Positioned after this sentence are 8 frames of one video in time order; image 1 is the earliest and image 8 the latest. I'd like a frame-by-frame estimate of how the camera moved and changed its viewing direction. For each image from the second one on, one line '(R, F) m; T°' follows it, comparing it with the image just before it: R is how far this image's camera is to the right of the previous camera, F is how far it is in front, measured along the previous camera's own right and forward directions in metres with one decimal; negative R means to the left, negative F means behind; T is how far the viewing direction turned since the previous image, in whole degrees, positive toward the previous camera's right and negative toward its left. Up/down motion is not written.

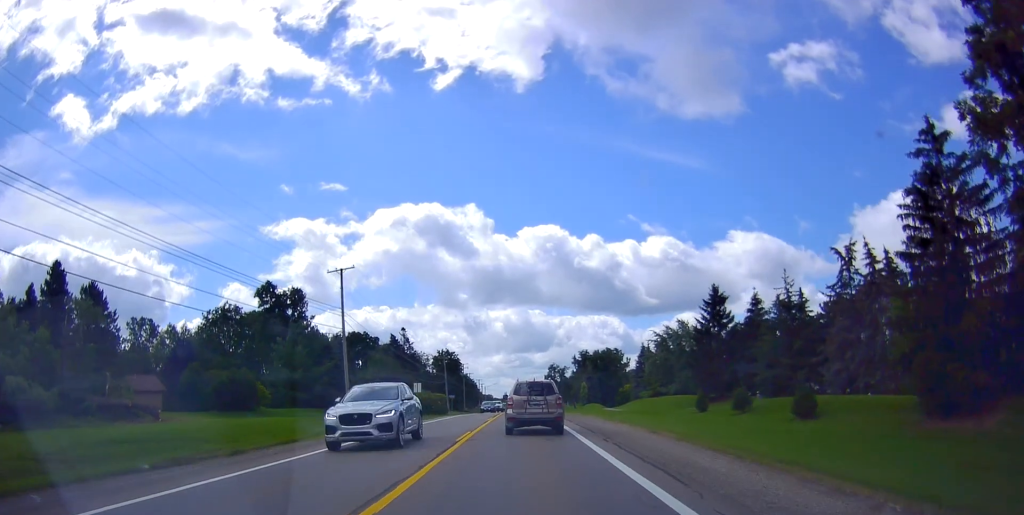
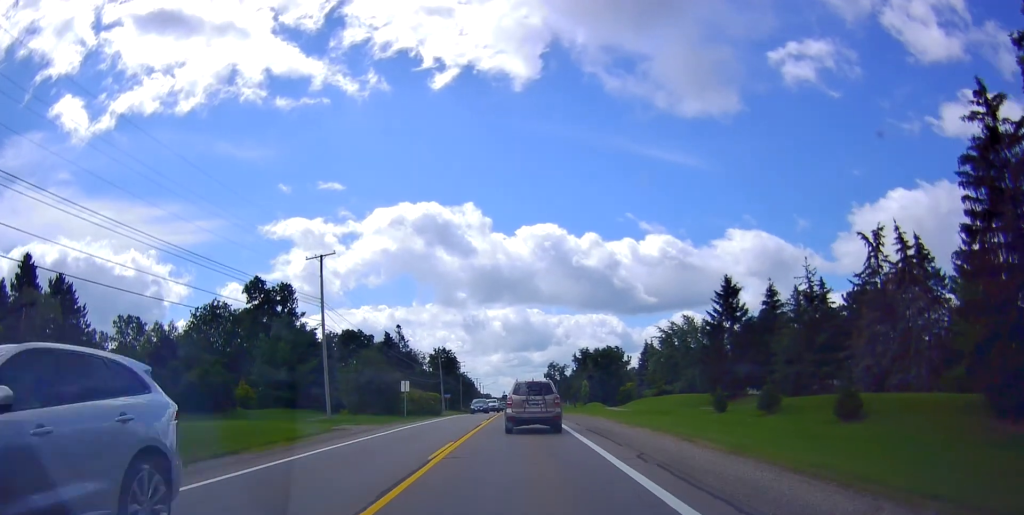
(0.0, +4.7) m; +1°
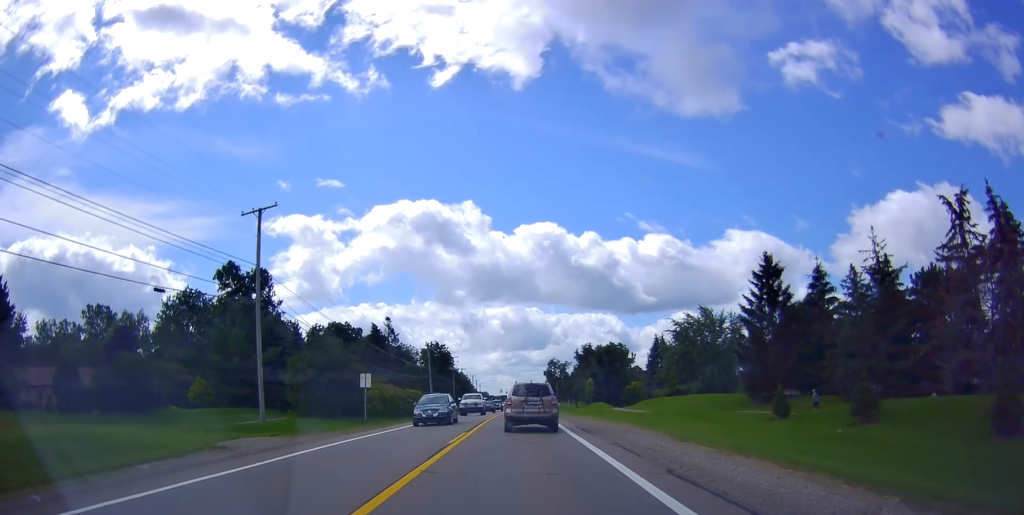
(+0.3, +10.7) m; +2°
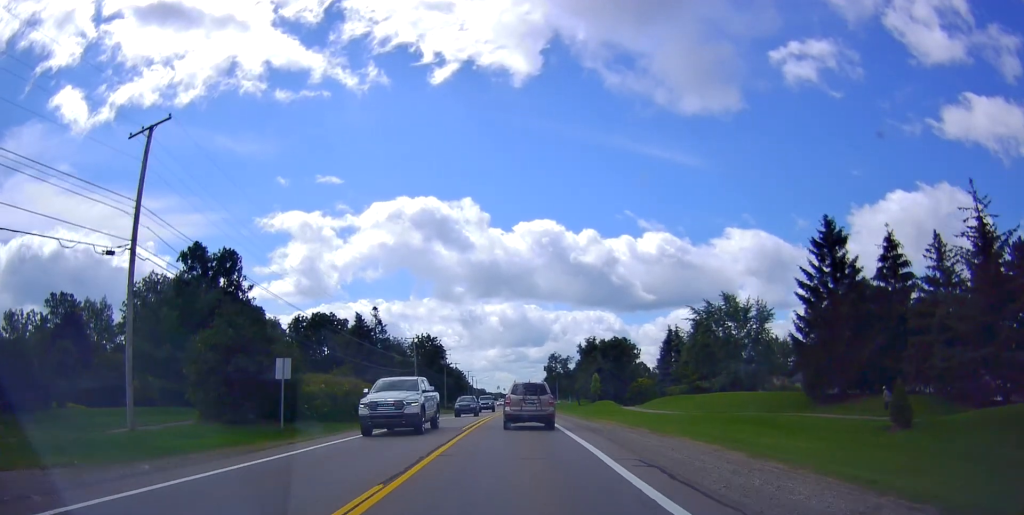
(0.0, +11.5) m; +1°
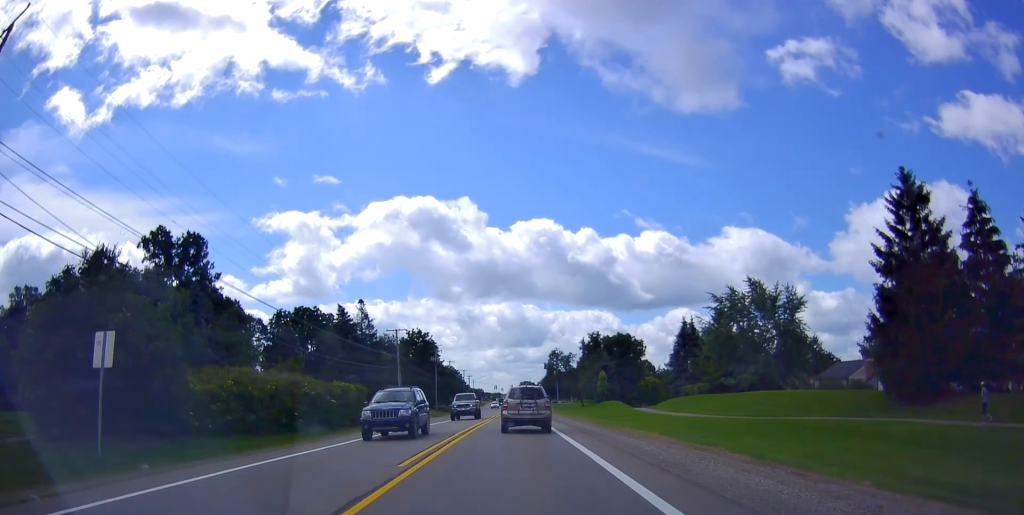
(+0.2, +10.2) m; +1°
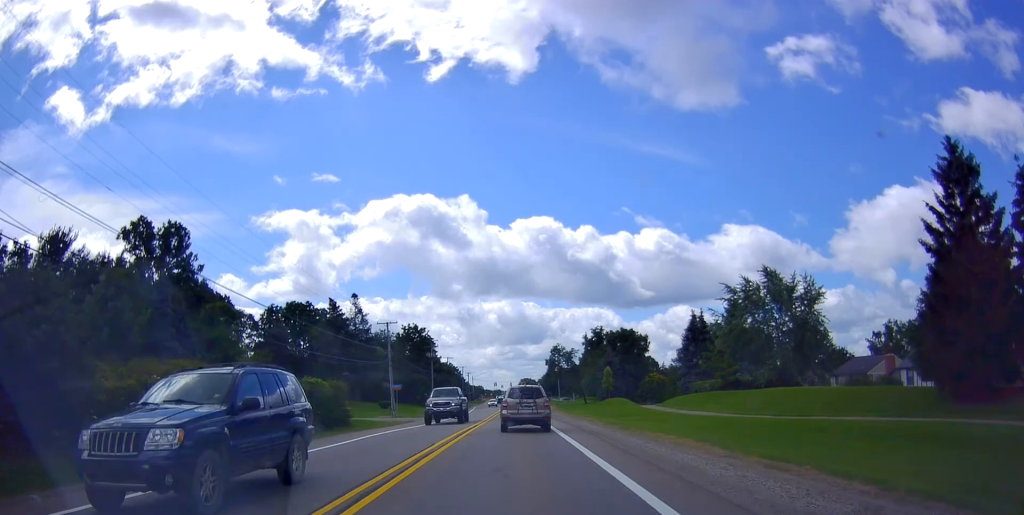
(+0.3, +4.9) m; 0°
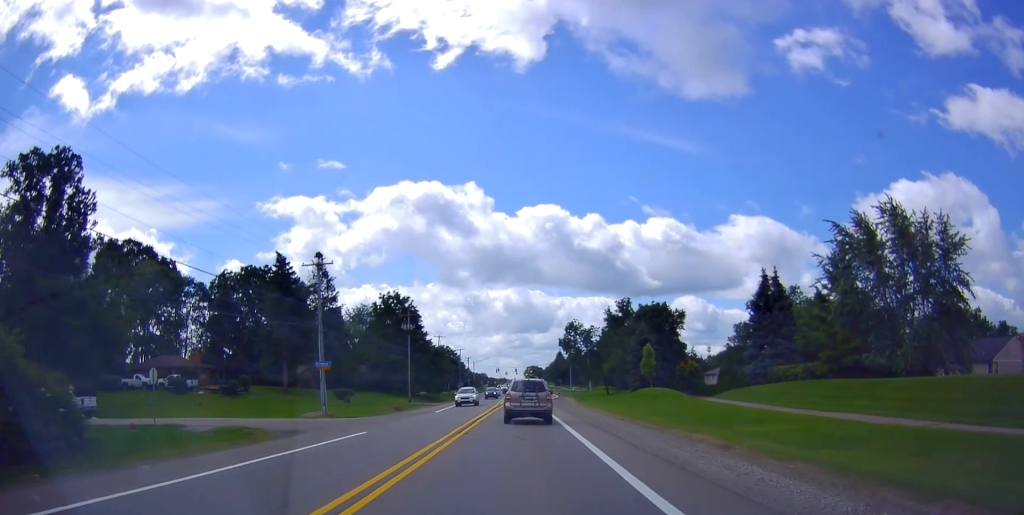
(-0.6, +24.9) m; -1°
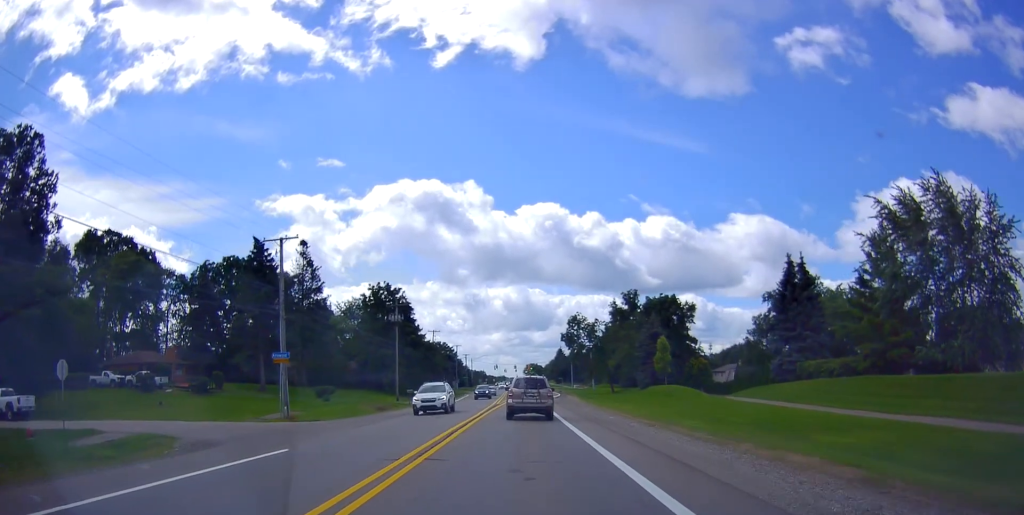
(-0.2, +7.4) m; -1°
